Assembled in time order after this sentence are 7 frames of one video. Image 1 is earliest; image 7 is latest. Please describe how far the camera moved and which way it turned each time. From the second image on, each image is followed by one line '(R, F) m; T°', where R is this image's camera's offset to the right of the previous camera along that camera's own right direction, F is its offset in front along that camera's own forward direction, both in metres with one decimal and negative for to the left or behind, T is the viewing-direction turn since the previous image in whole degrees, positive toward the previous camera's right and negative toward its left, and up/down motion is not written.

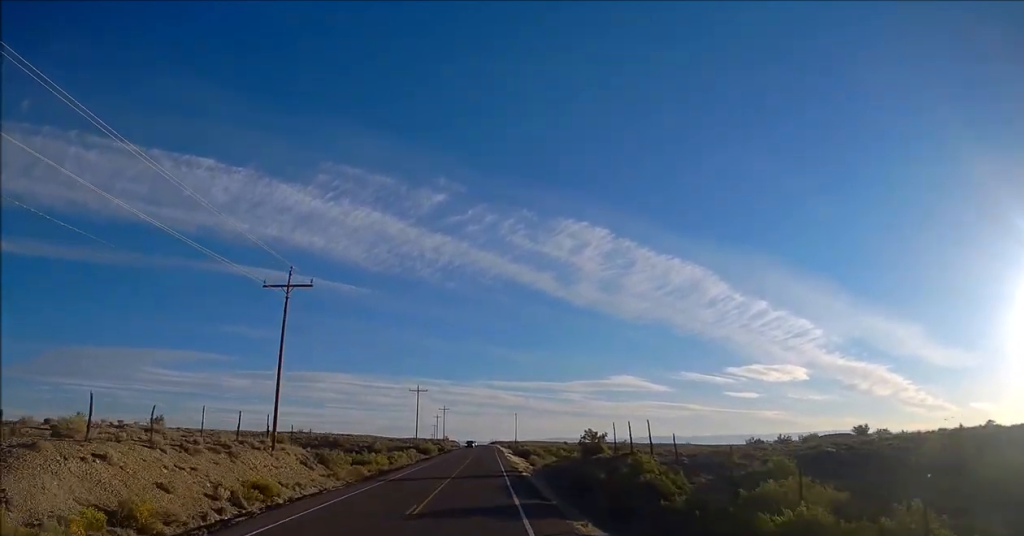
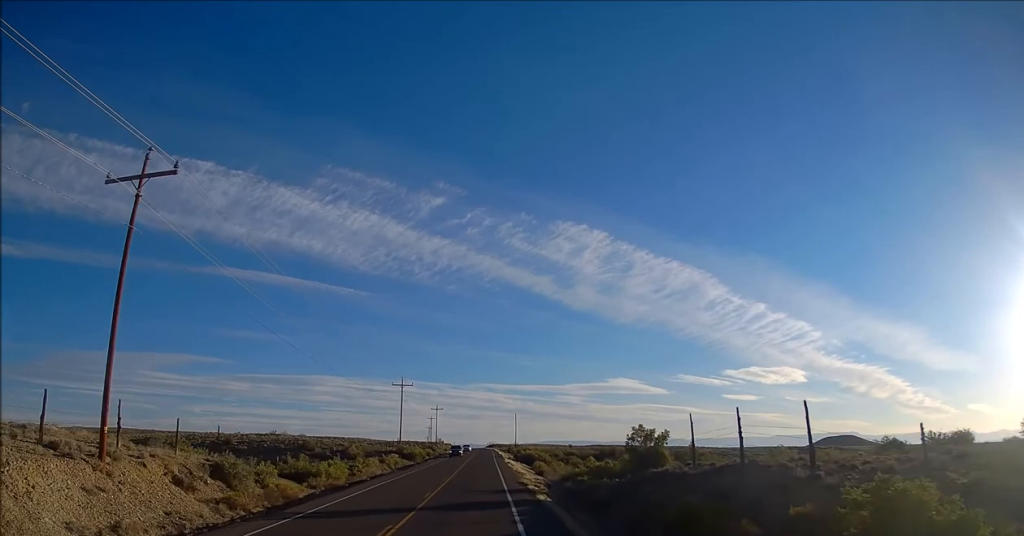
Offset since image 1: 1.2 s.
(-0.4, +16.8) m; 0°
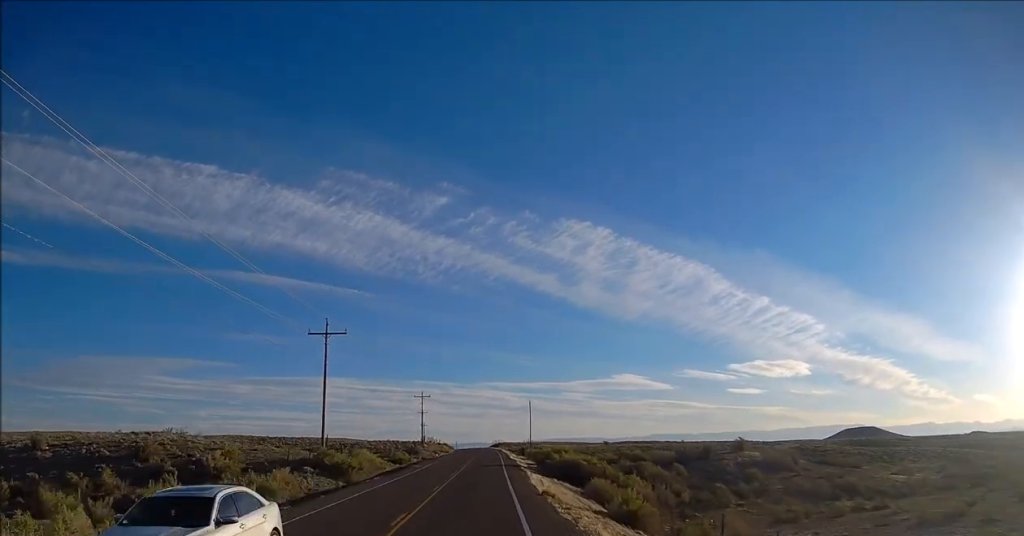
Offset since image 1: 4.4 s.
(+0.9, +47.0) m; +1°
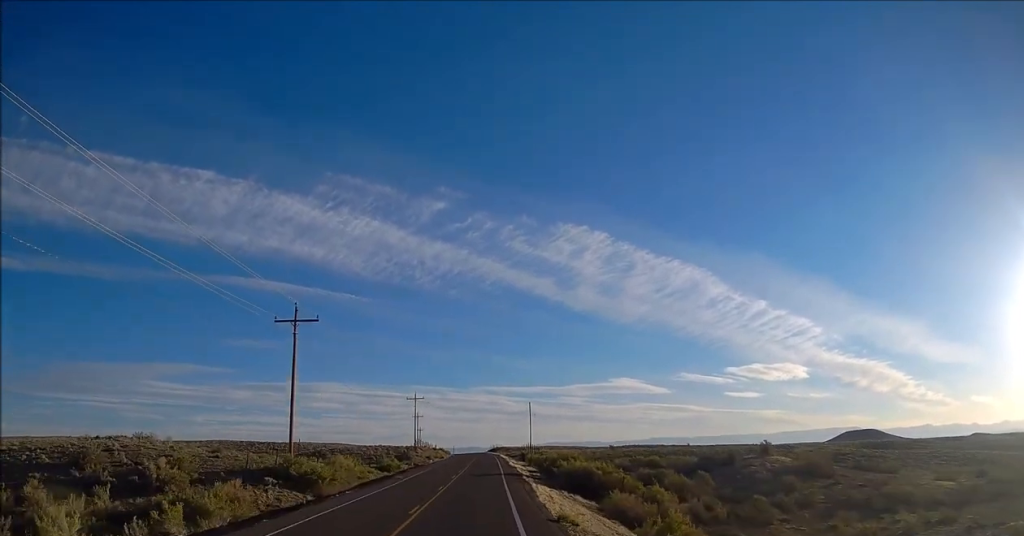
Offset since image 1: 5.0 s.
(-0.2, +7.4) m; 0°
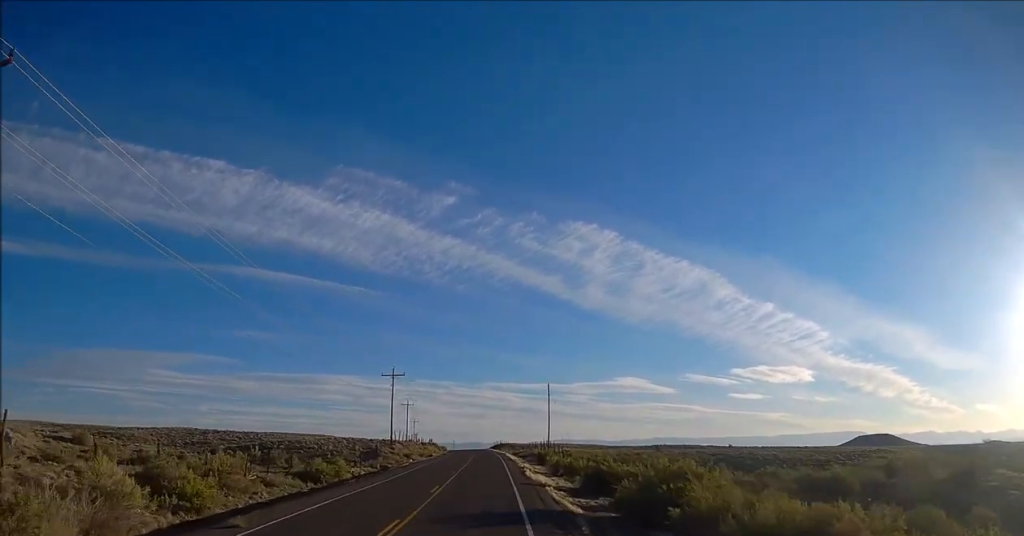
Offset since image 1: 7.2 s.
(-0.1, +32.3) m; -2°
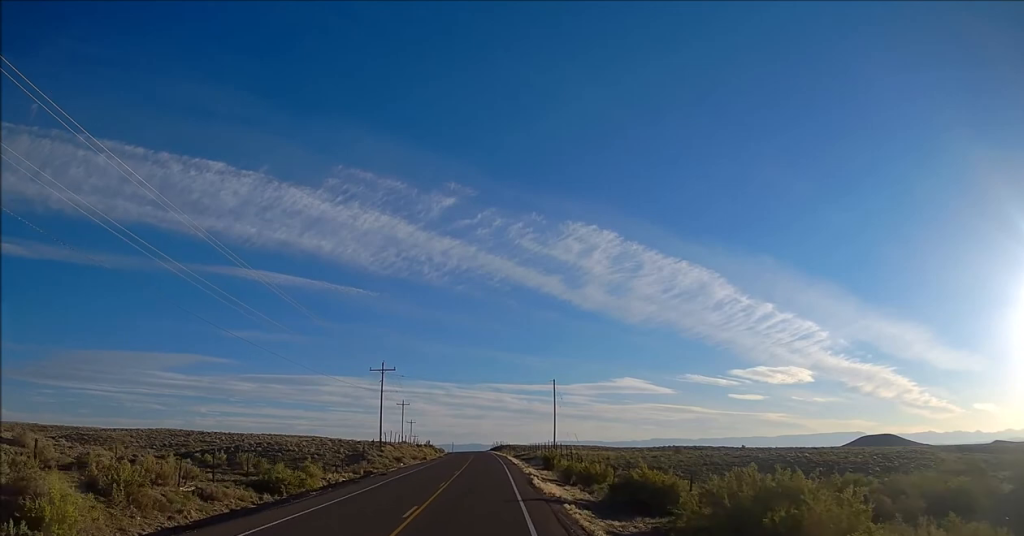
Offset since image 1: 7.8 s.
(0.0, +8.2) m; 0°
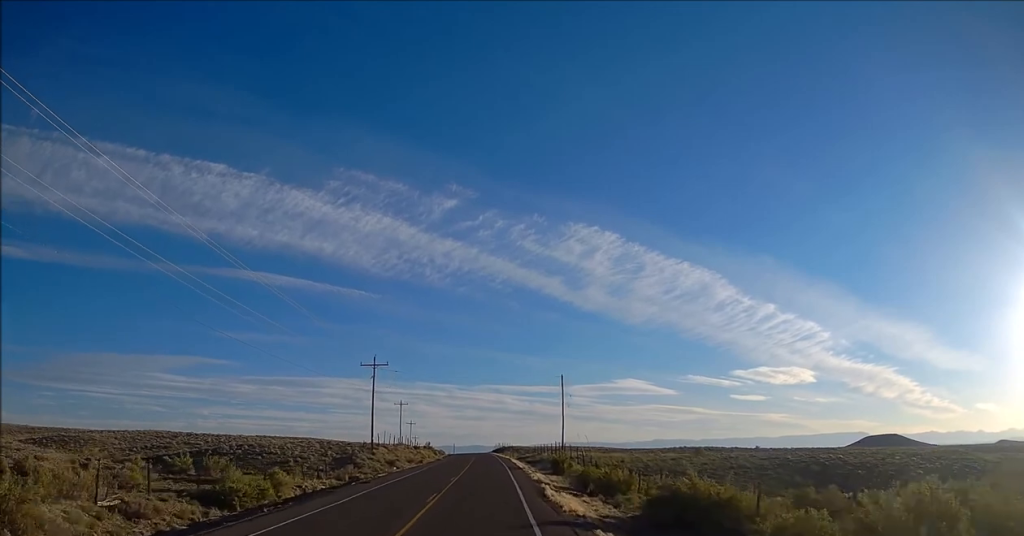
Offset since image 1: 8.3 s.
(-0.1, +6.8) m; +1°
